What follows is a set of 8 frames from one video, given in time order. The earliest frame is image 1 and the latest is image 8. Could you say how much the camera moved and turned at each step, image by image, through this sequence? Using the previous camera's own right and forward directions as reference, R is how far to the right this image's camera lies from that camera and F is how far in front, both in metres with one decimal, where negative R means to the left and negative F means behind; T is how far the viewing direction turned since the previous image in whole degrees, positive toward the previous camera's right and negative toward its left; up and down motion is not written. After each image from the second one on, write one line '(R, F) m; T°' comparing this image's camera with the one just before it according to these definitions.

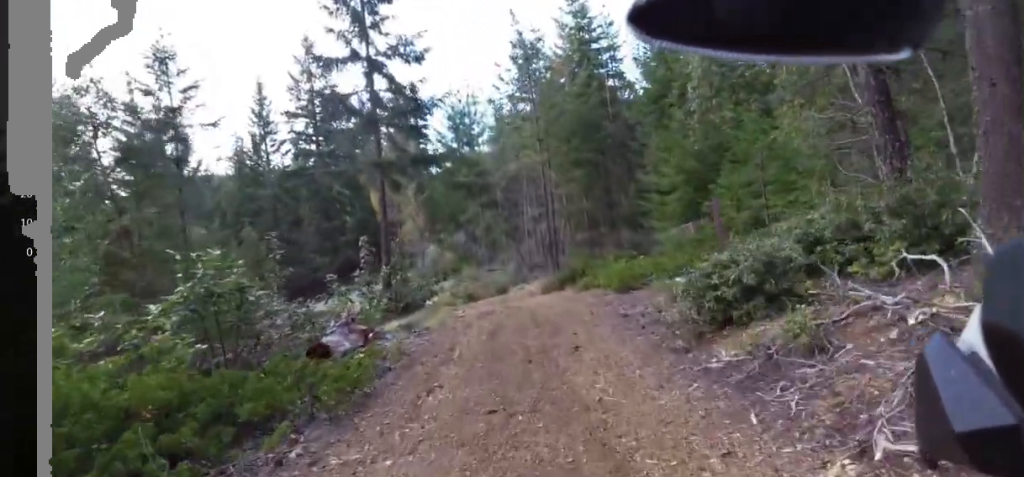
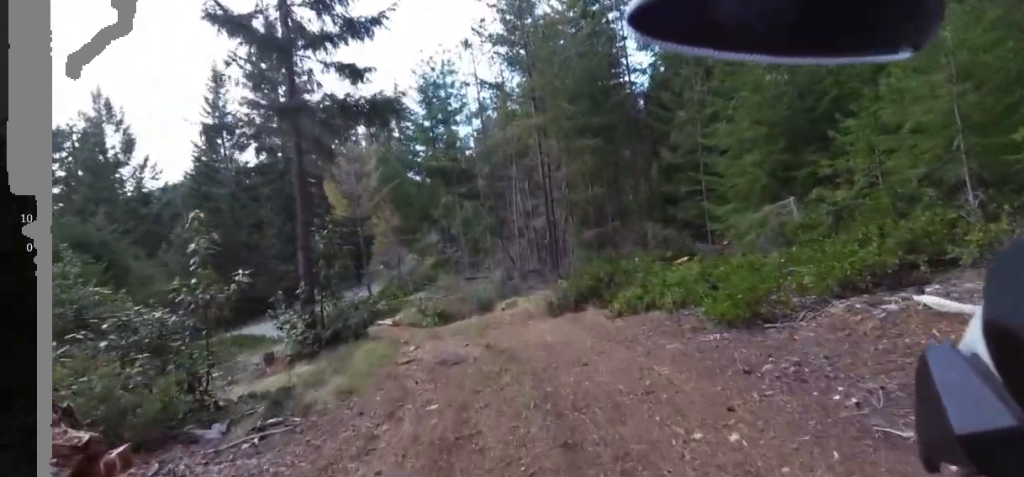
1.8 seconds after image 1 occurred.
(-1.4, +5.5) m; -34°
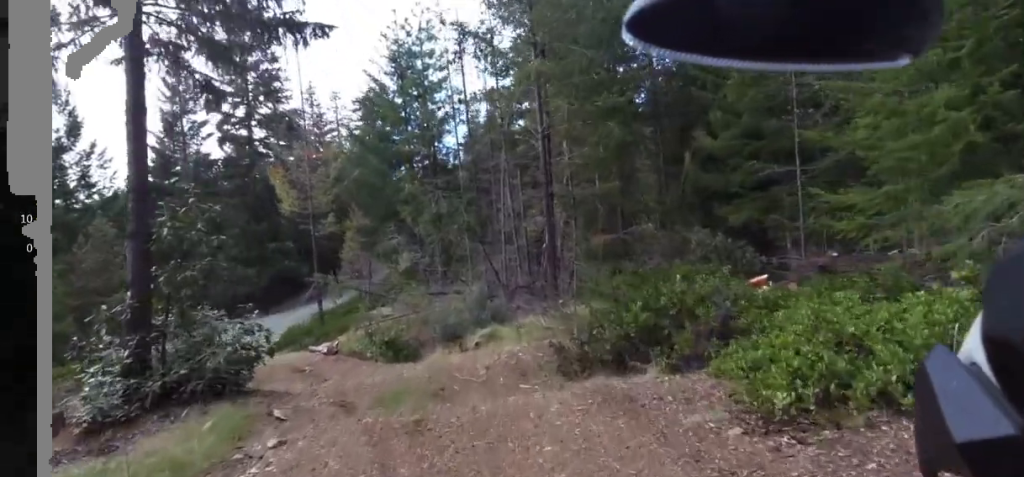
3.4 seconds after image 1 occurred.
(-0.6, +4.8) m; -4°
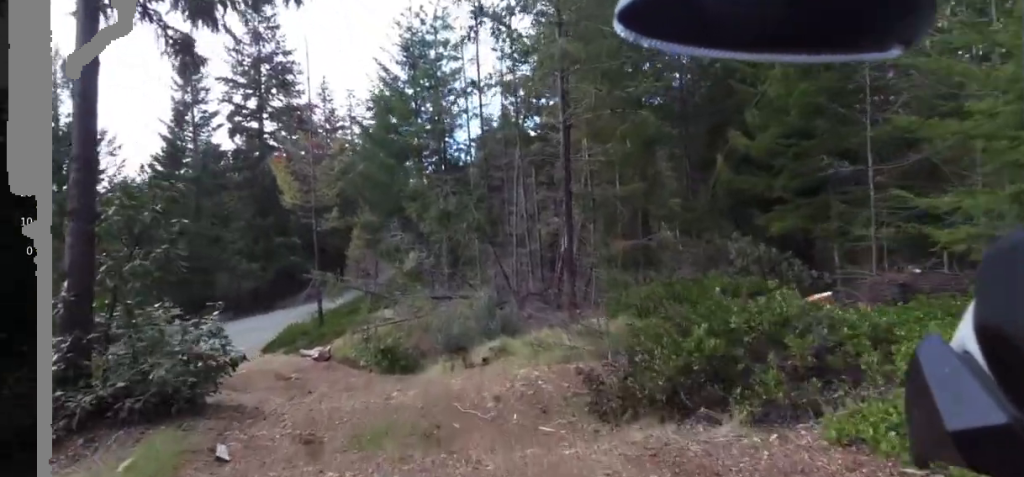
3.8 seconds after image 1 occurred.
(+0.3, +1.5) m; 0°
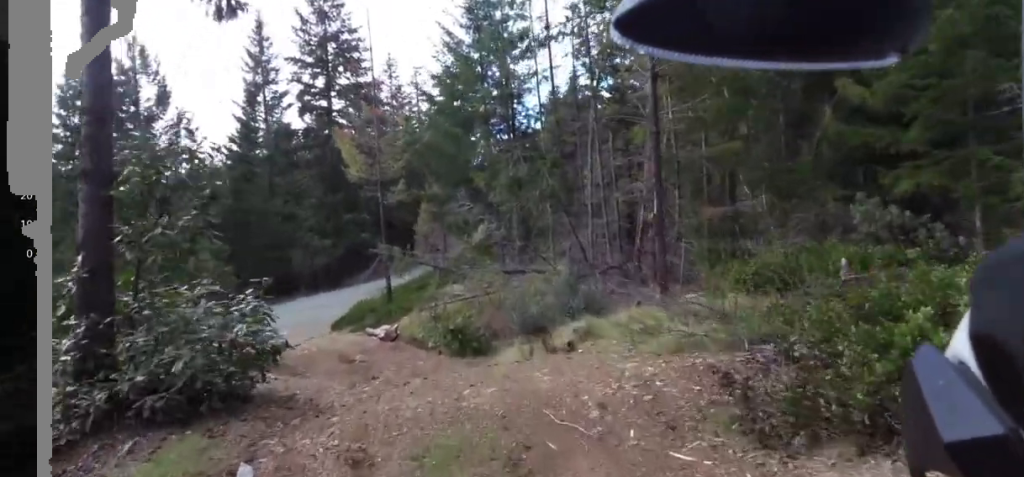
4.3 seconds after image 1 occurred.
(-0.4, +1.8) m; -6°
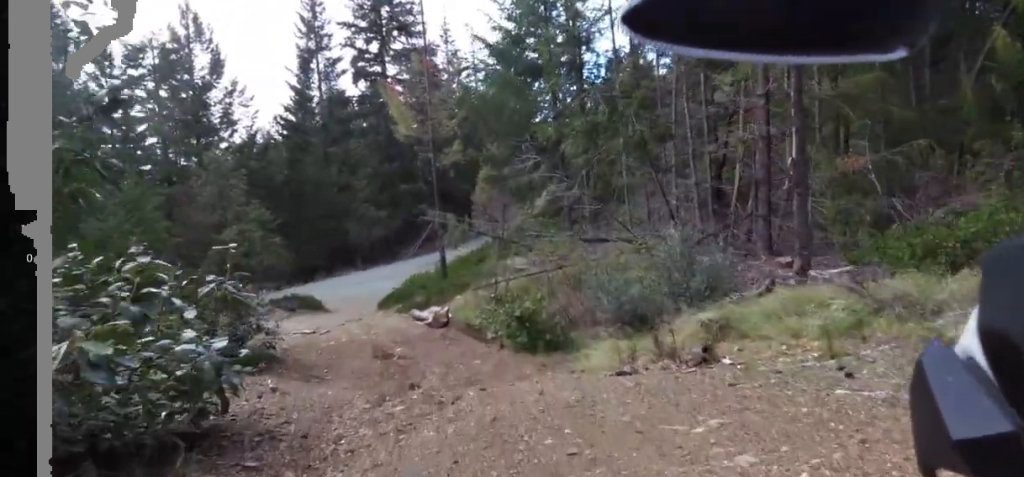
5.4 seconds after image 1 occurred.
(-0.5, +4.3) m; +3°
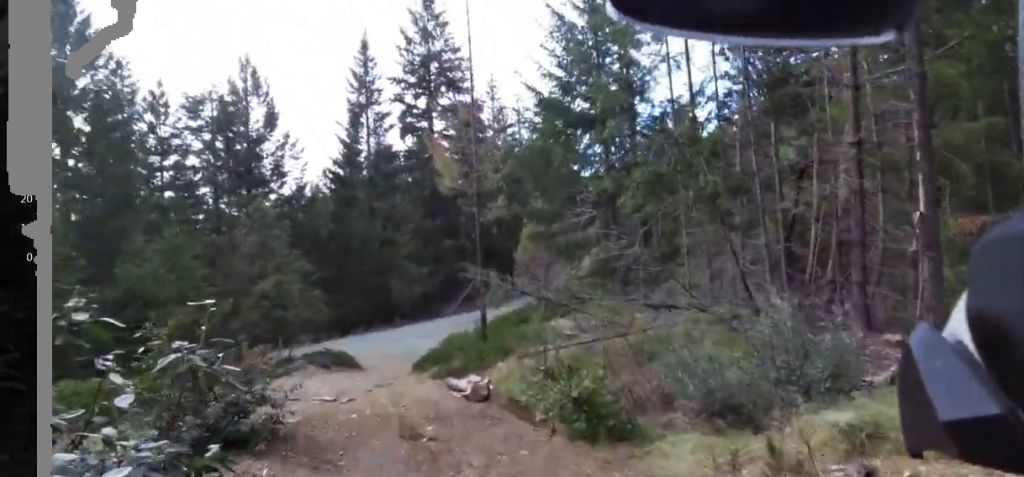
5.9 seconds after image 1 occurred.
(-0.2, +2.0) m; +8°
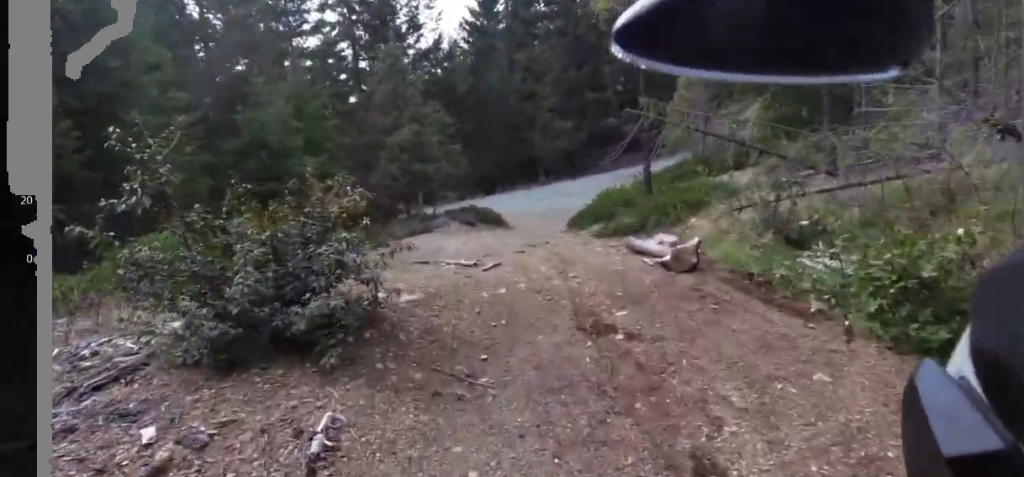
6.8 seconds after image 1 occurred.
(+1.1, +3.8) m; +16°
